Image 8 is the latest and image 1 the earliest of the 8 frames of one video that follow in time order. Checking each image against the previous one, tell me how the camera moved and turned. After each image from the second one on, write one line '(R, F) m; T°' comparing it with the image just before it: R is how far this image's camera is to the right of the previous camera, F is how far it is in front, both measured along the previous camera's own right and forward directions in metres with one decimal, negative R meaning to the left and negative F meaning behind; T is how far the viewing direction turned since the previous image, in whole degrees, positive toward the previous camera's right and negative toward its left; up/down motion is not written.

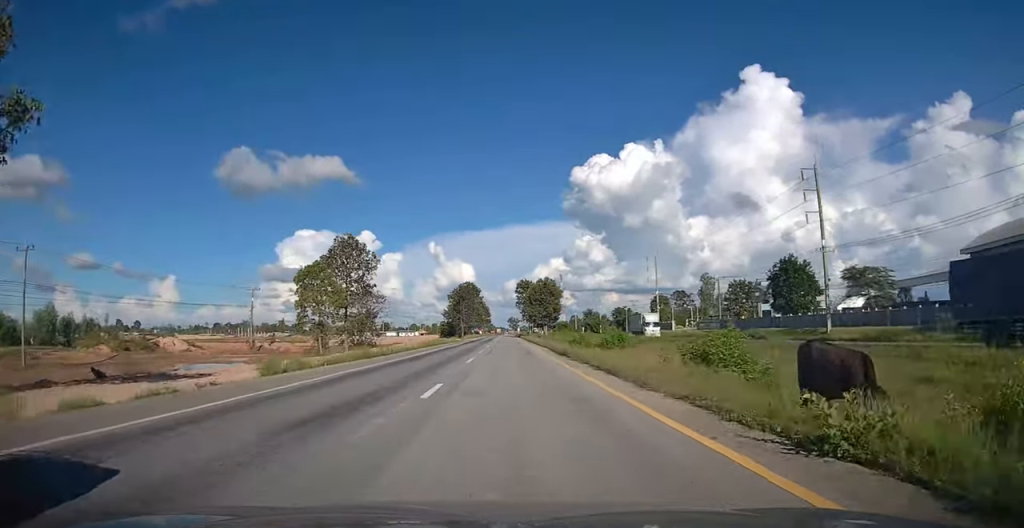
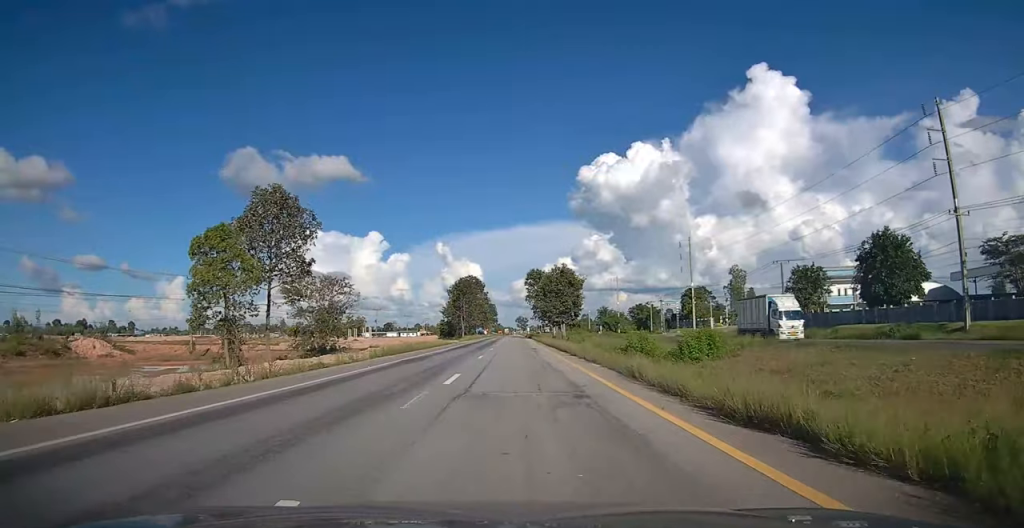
(0.0, +21.4) m; 0°
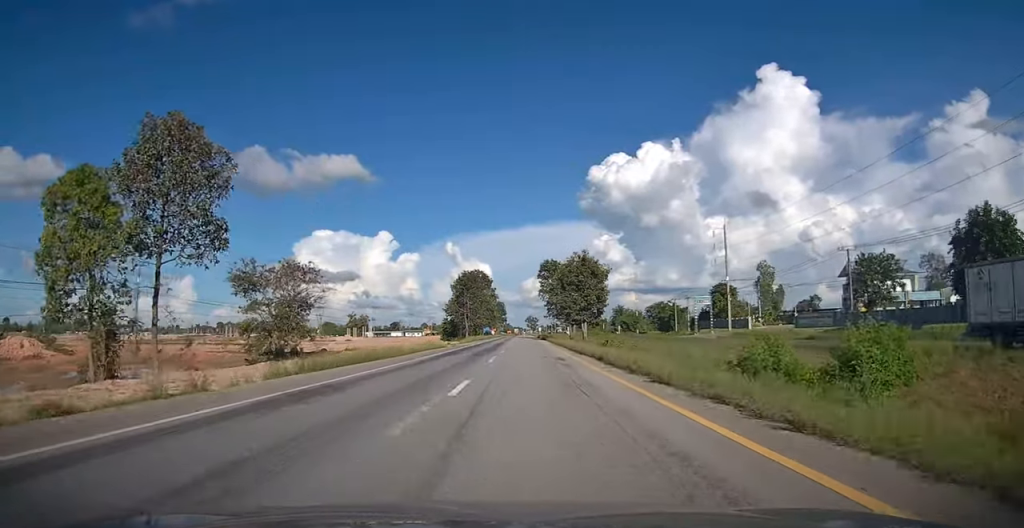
(0.0, +14.5) m; -1°
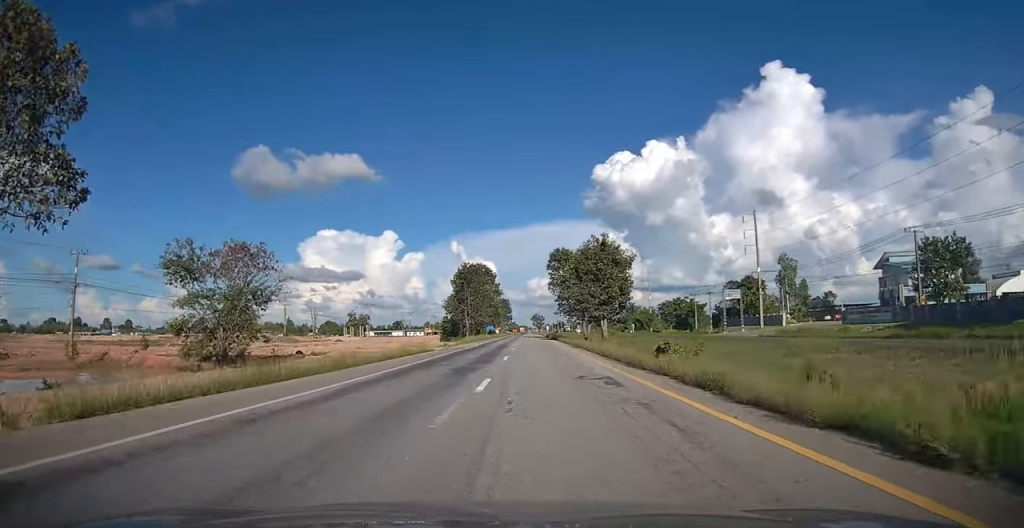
(0.0, +11.4) m; -1°
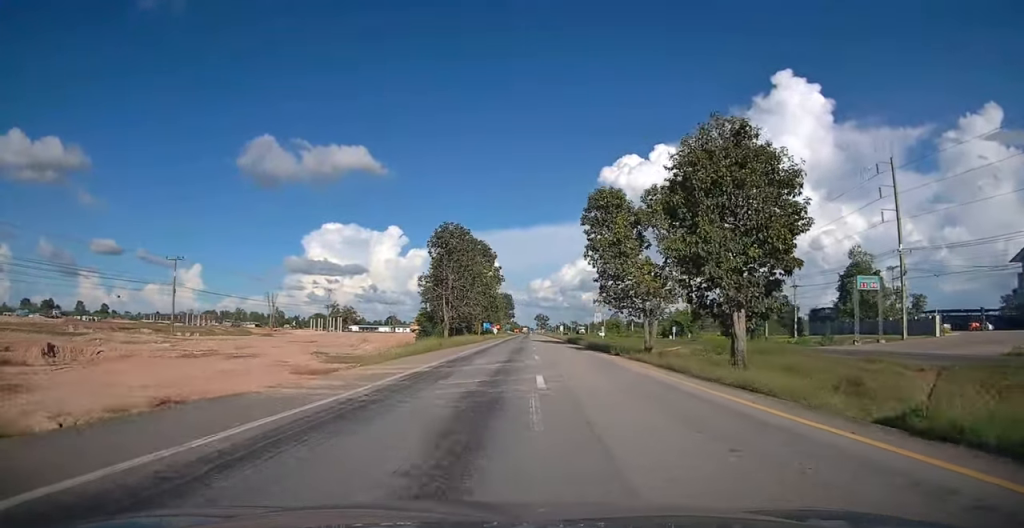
(-0.6, +35.2) m; -1°
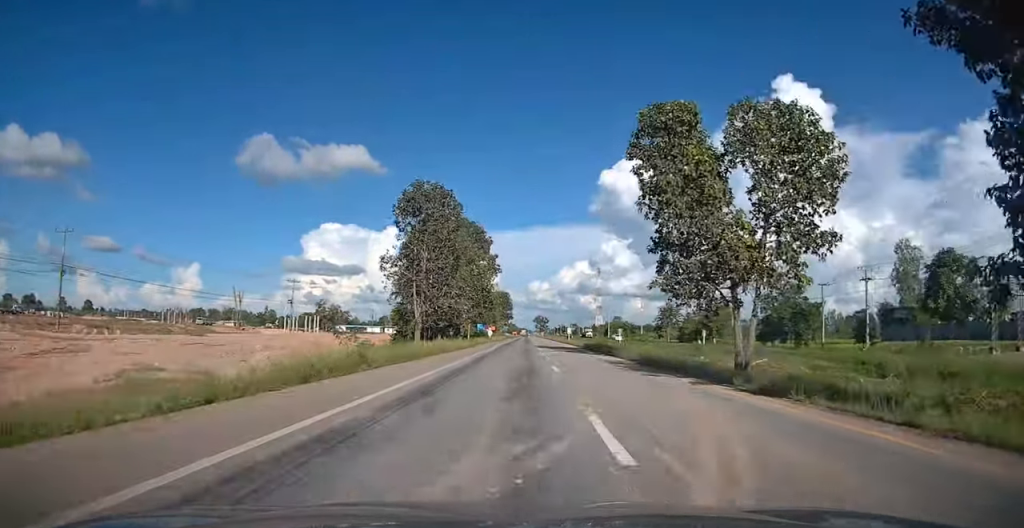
(0.0, +18.6) m; +1°
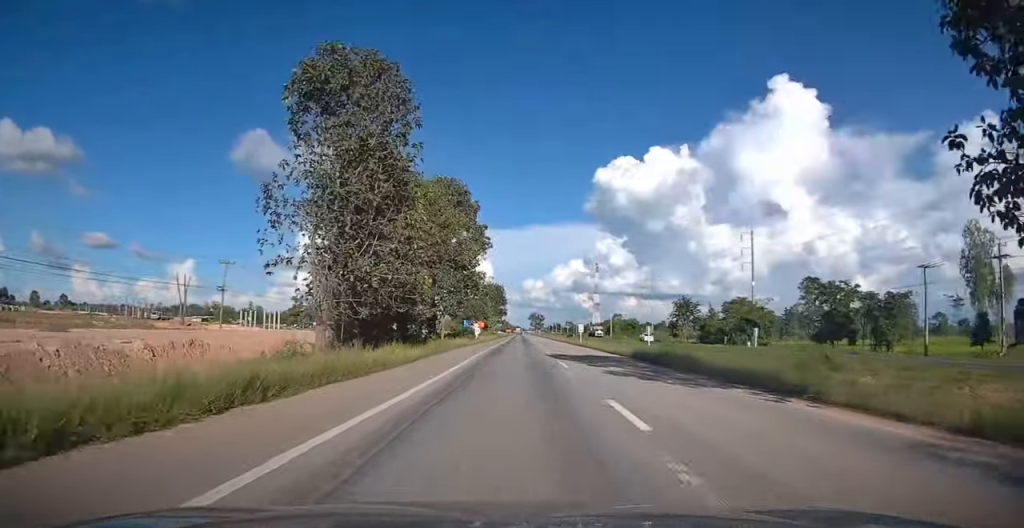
(+0.3, +22.4) m; +1°
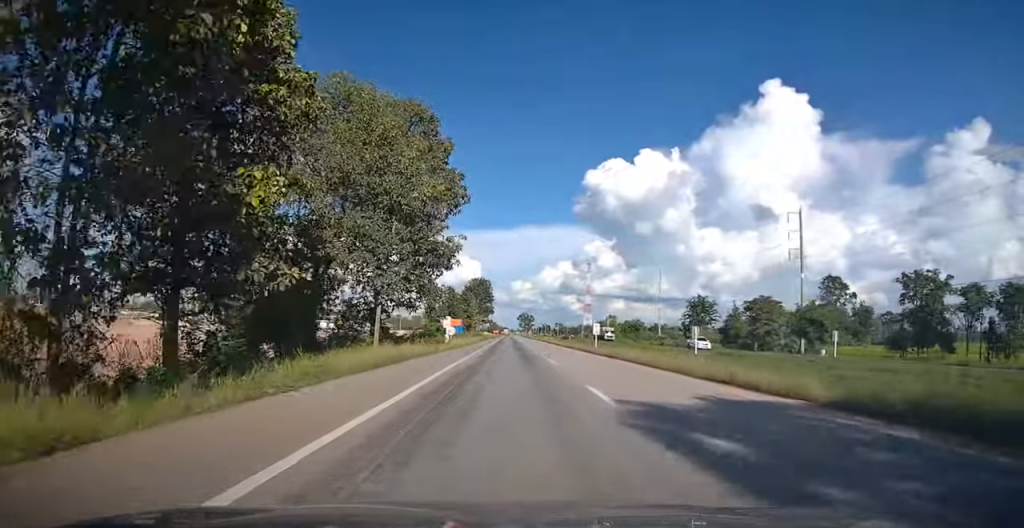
(0.0, +21.0) m; 0°
